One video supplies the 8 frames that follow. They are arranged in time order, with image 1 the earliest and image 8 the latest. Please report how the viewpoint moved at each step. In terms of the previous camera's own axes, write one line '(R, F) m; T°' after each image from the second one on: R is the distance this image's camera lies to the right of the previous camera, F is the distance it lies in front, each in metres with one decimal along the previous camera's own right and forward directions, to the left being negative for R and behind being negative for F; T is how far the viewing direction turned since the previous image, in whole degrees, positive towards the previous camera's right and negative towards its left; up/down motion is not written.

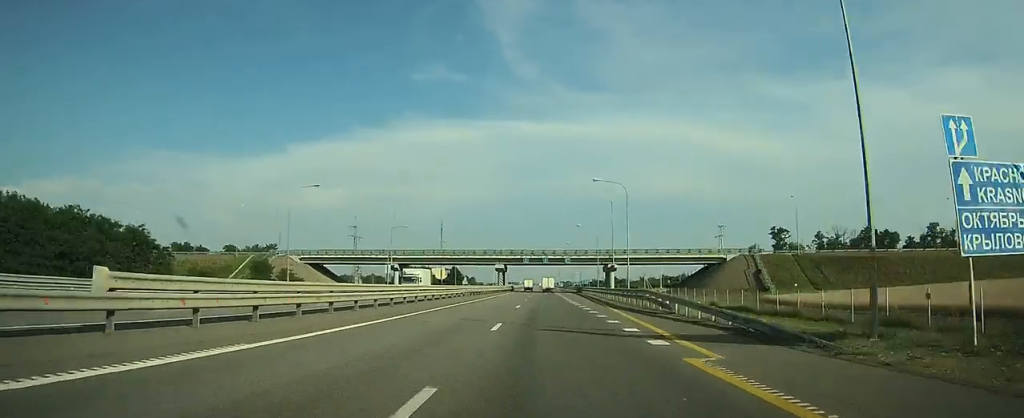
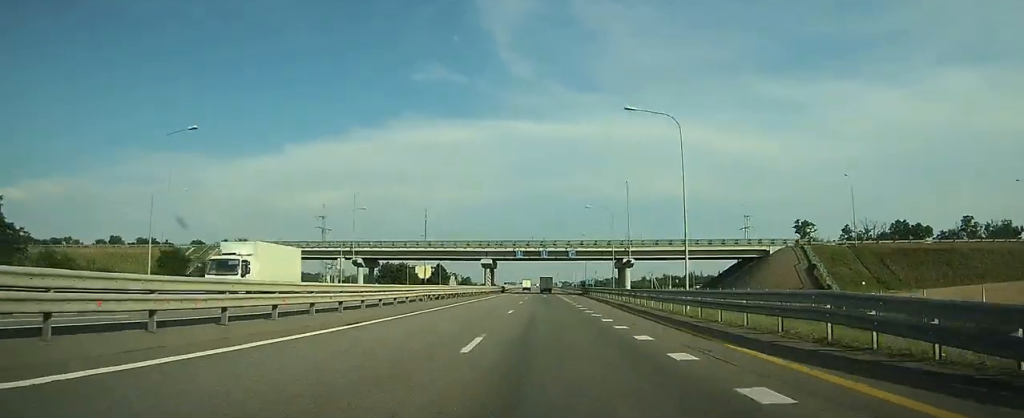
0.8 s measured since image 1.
(0.0, +22.5) m; 0°
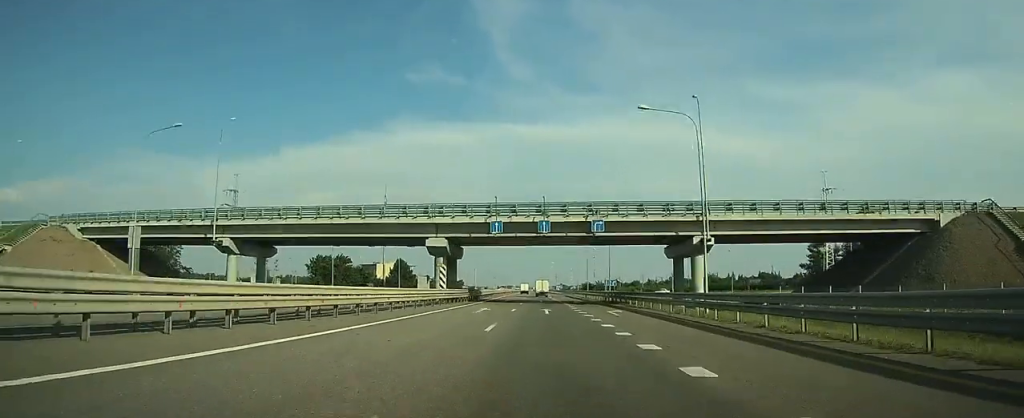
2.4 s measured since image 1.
(+0.2, +41.2) m; +1°
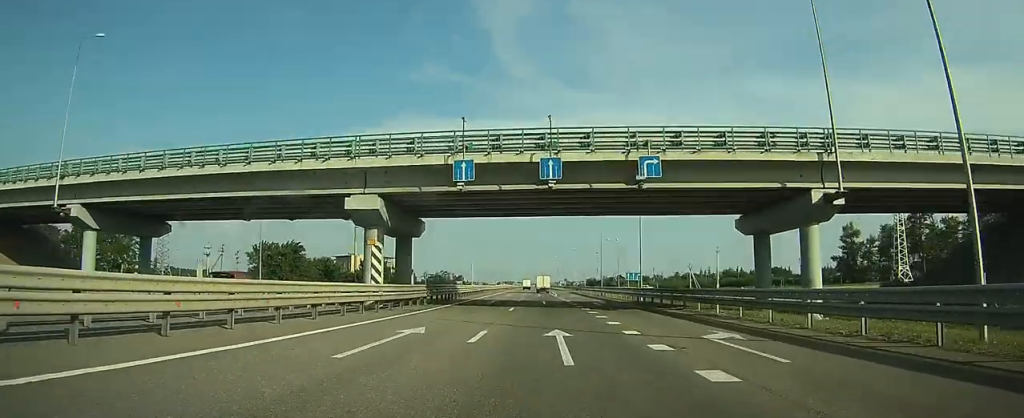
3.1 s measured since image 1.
(0.0, +20.6) m; 0°
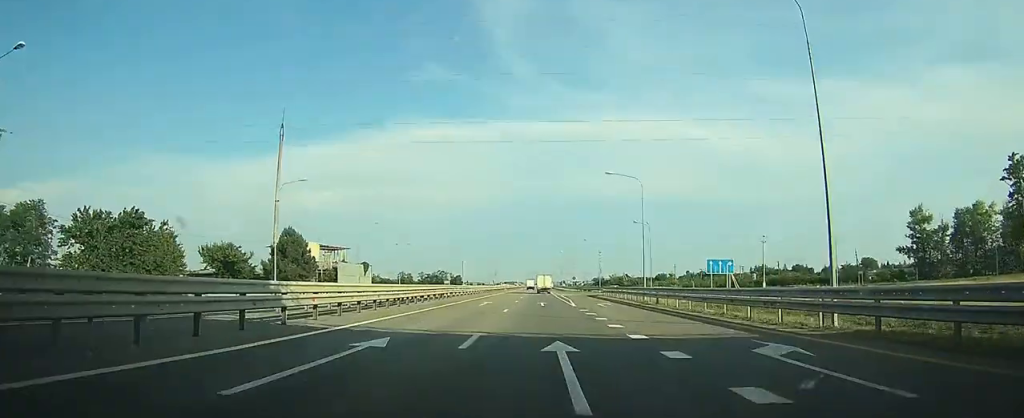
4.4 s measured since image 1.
(0.0, +33.1) m; 0°
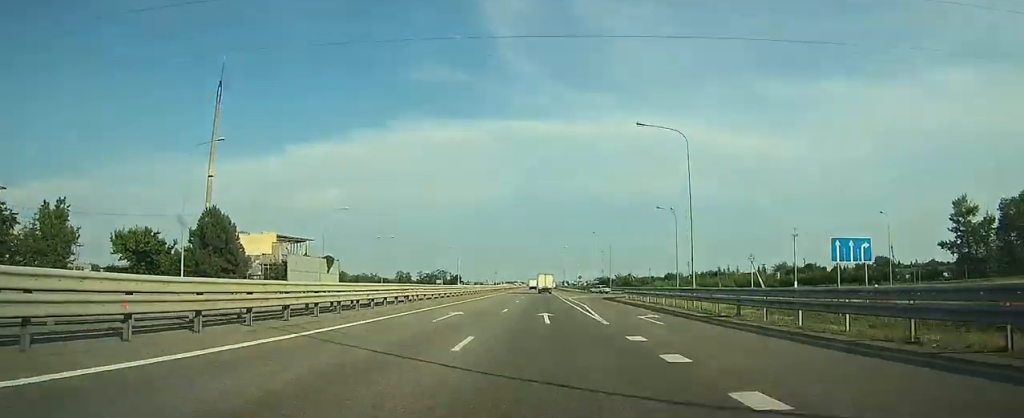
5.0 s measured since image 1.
(-0.1, +16.2) m; 0°
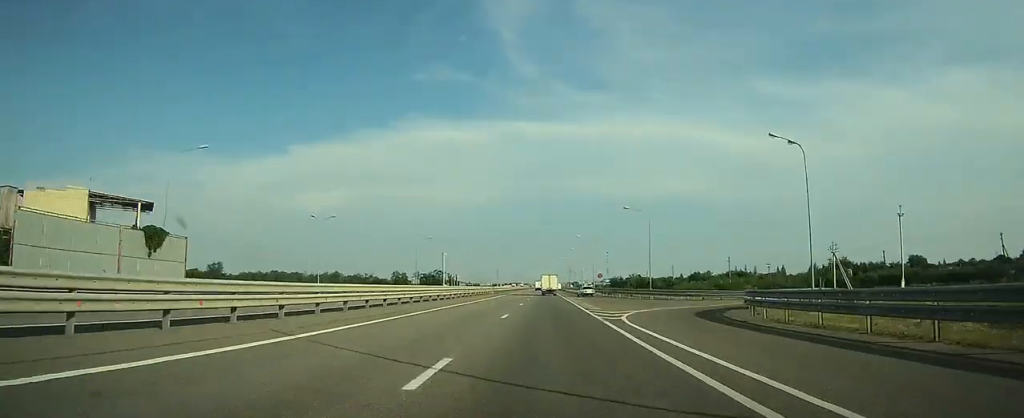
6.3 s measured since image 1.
(0.0, +36.1) m; 0°
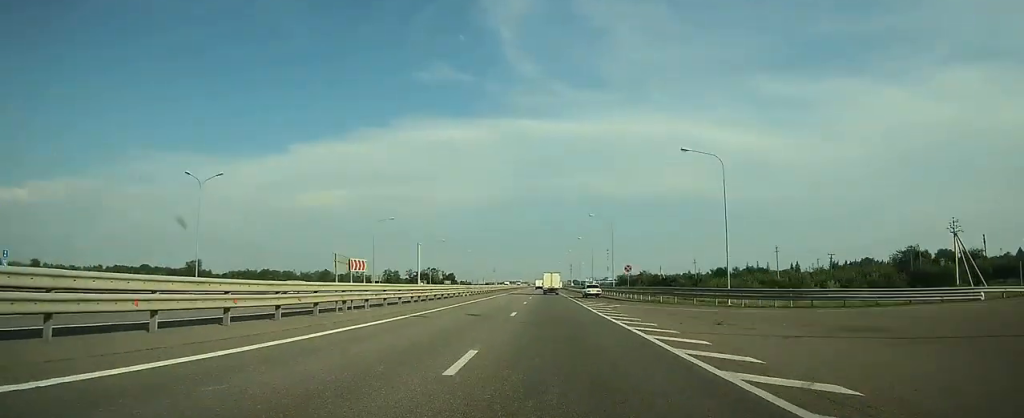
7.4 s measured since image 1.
(+0.1, +30.7) m; 0°
